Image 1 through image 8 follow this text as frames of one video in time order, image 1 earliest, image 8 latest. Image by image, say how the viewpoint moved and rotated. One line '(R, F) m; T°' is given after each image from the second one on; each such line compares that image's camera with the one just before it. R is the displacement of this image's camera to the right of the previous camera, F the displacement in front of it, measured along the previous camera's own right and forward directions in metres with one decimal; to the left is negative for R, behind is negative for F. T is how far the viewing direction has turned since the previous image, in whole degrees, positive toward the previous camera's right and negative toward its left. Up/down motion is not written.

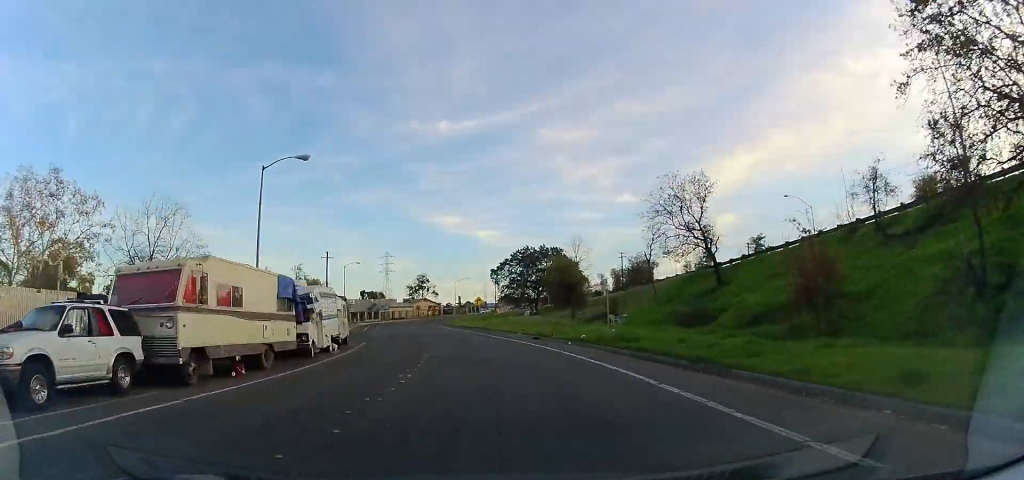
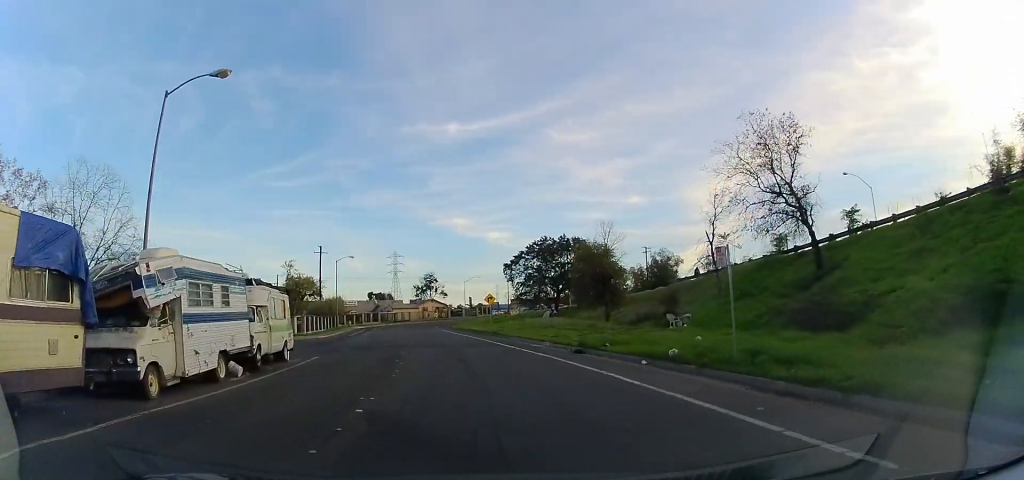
(+0.3, +10.7) m; -3°
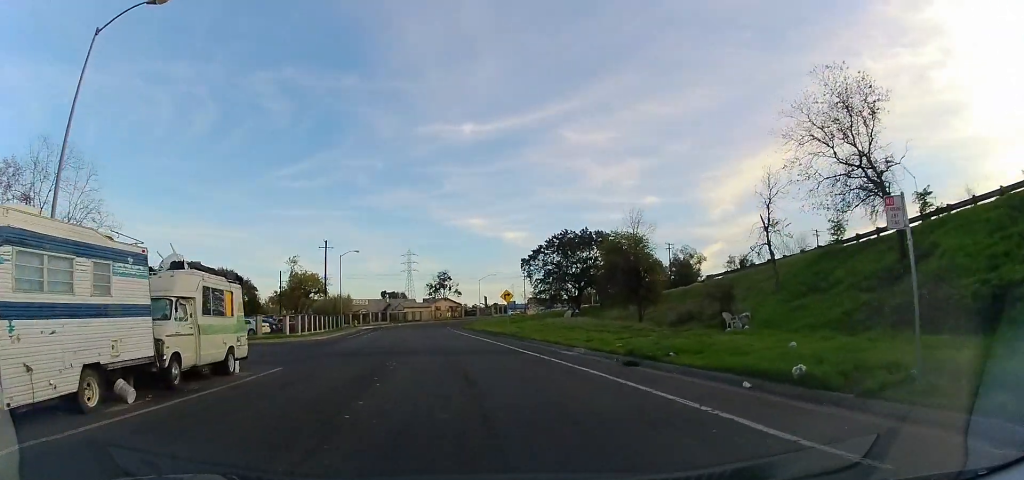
(-0.4, +5.4) m; 0°
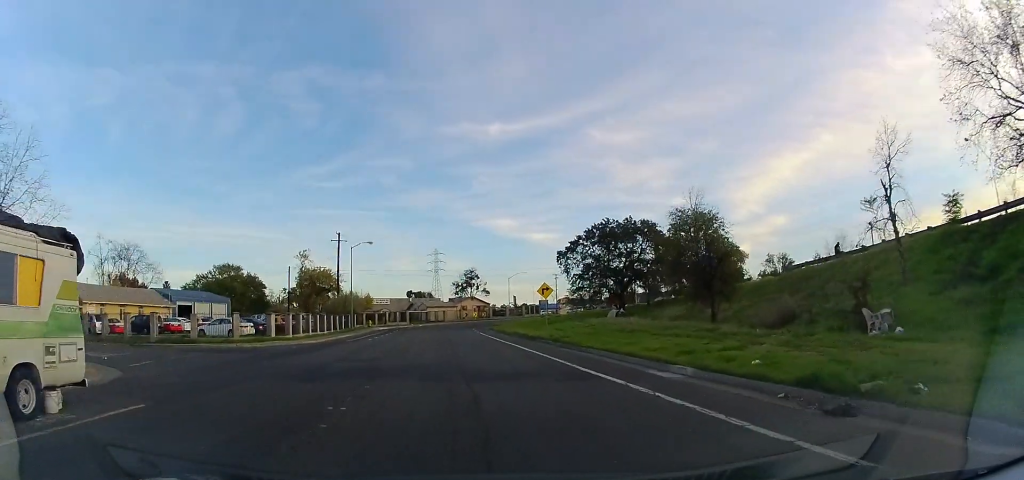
(+0.3, +8.3) m; 0°
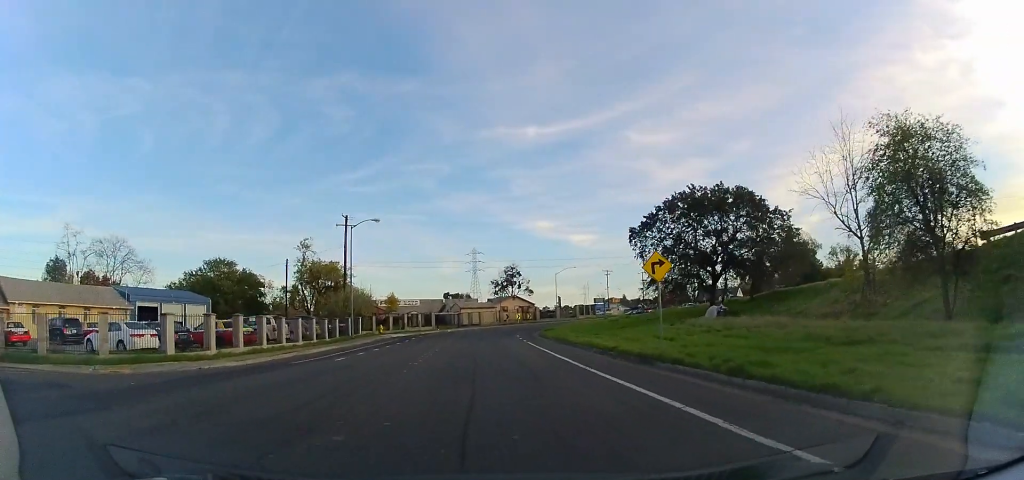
(-1.2, +16.1) m; -5°
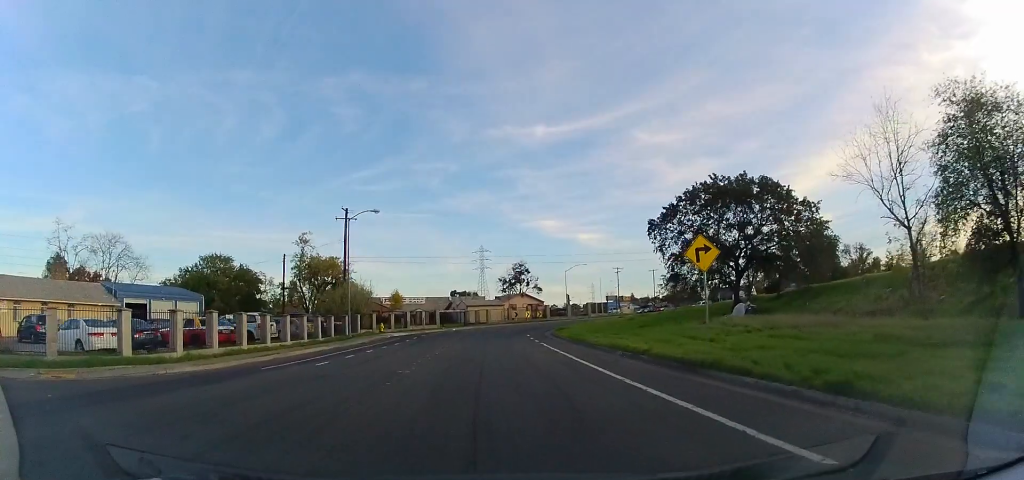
(0.0, +3.3) m; -1°
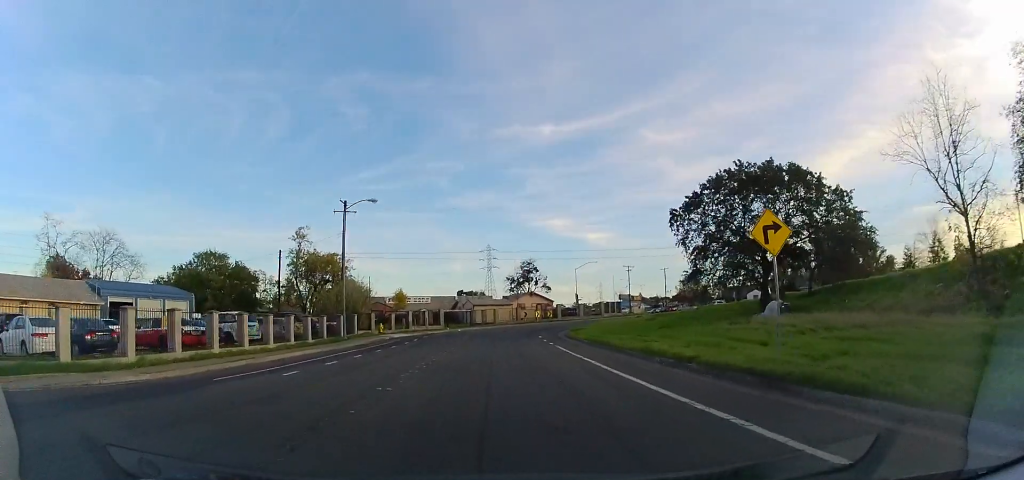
(+0.1, +3.5) m; -1°
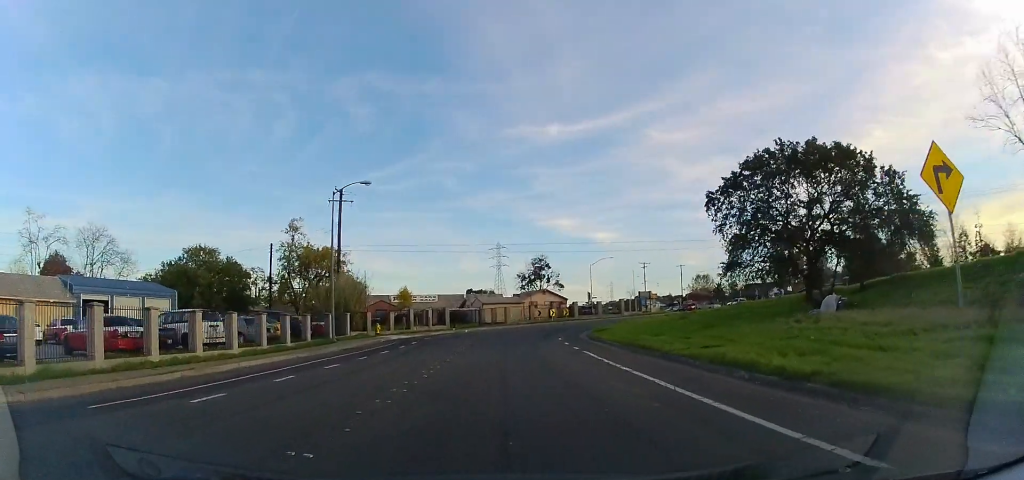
(-0.2, +5.1) m; -2°
